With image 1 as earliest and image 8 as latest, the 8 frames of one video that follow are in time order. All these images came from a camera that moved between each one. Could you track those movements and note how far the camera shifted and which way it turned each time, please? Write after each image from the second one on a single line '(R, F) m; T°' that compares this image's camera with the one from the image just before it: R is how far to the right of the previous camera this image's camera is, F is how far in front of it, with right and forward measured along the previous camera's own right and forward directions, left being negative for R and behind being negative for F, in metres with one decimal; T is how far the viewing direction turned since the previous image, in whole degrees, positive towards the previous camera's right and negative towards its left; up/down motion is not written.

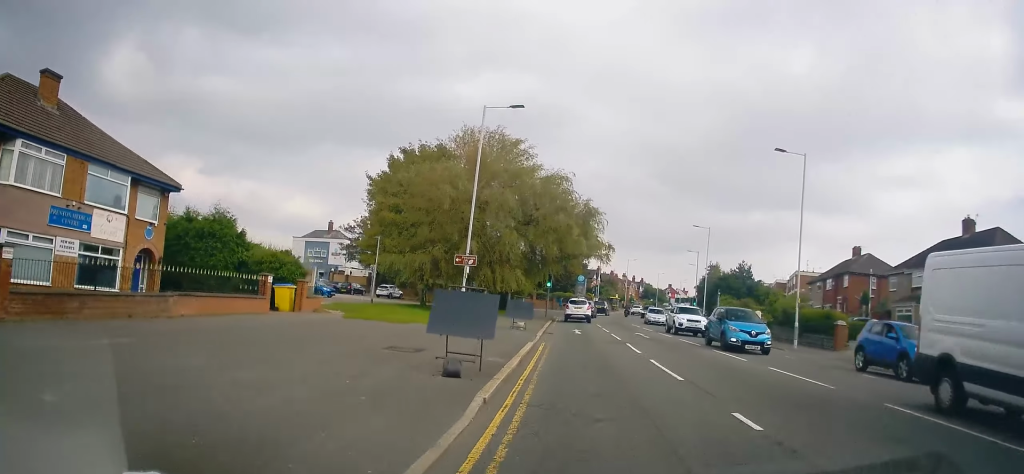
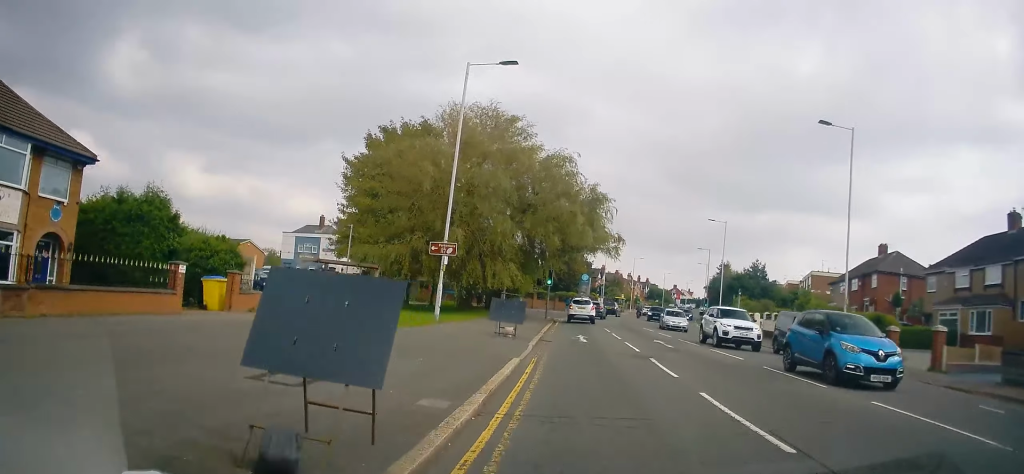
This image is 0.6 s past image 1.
(-0.3, +5.5) m; -1°
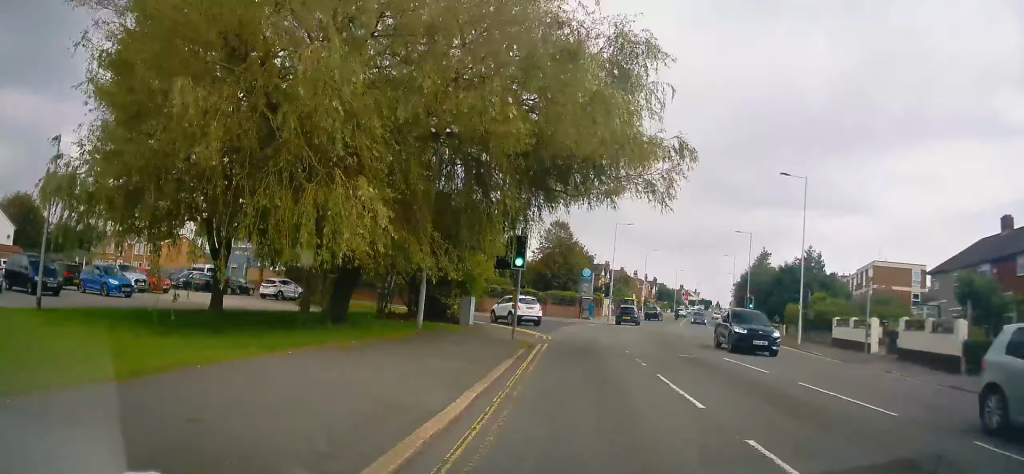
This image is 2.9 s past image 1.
(-0.1, +21.4) m; -2°
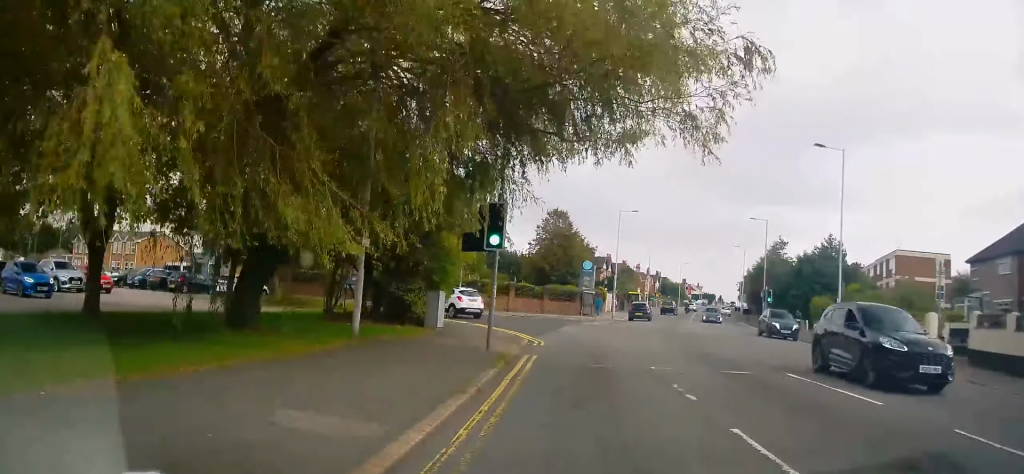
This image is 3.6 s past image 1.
(0.0, +6.0) m; 0°
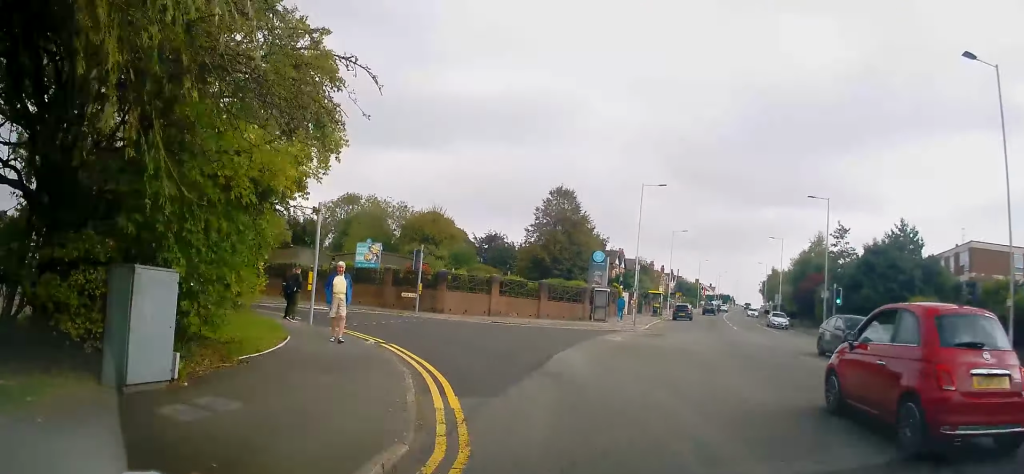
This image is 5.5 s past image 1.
(+0.5, +14.2) m; -2°
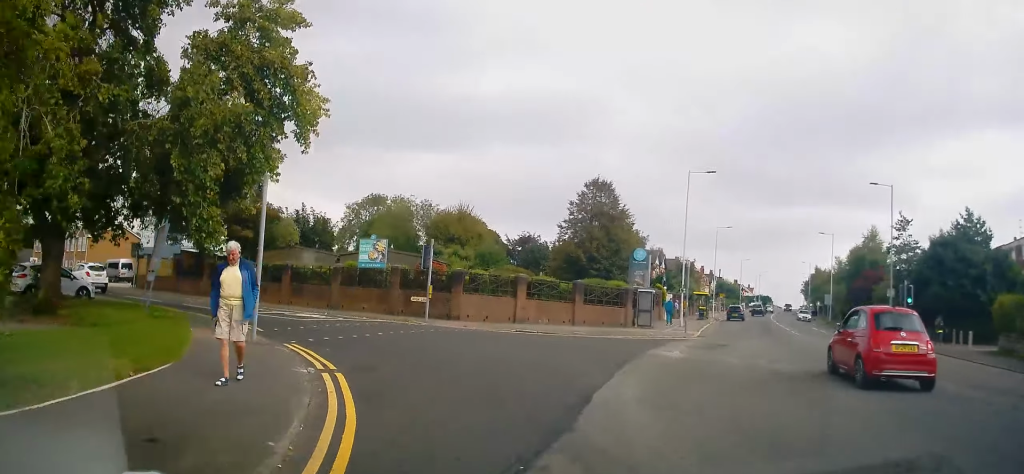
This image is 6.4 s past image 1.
(-0.7, +5.4) m; -3°
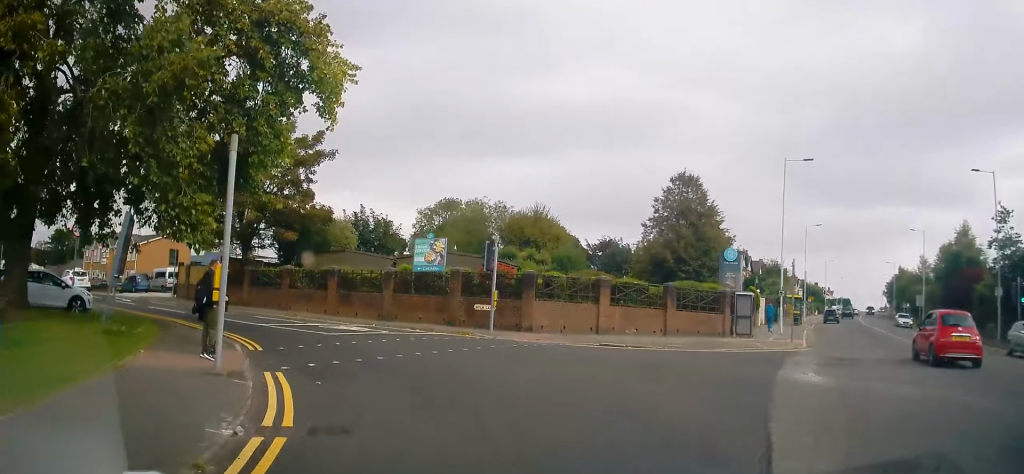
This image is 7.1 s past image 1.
(+0.1, +4.5) m; -5°
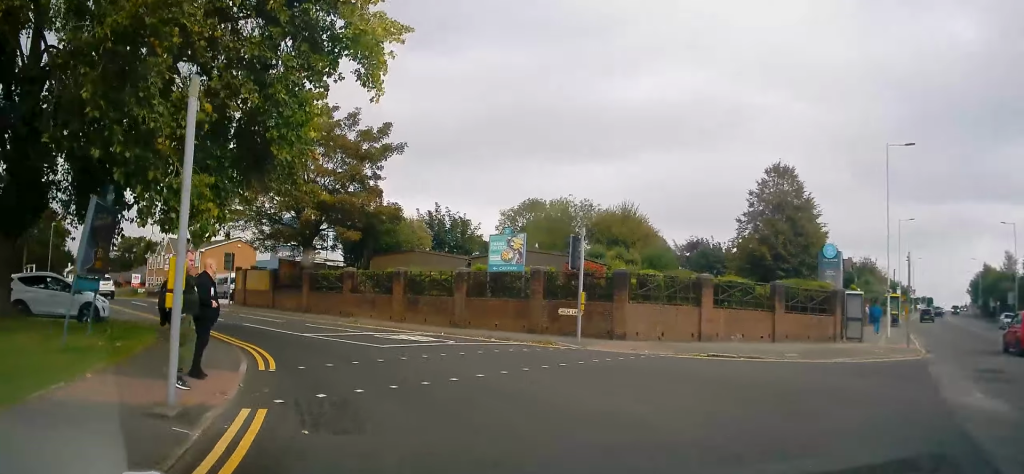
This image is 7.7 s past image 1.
(+0.1, +3.4) m; -7°
